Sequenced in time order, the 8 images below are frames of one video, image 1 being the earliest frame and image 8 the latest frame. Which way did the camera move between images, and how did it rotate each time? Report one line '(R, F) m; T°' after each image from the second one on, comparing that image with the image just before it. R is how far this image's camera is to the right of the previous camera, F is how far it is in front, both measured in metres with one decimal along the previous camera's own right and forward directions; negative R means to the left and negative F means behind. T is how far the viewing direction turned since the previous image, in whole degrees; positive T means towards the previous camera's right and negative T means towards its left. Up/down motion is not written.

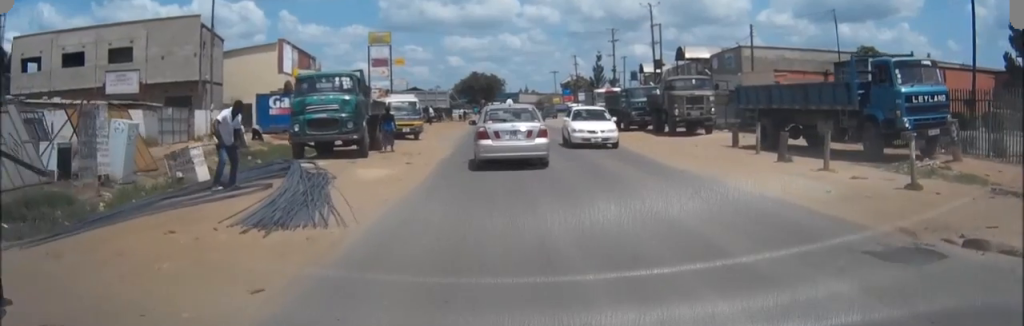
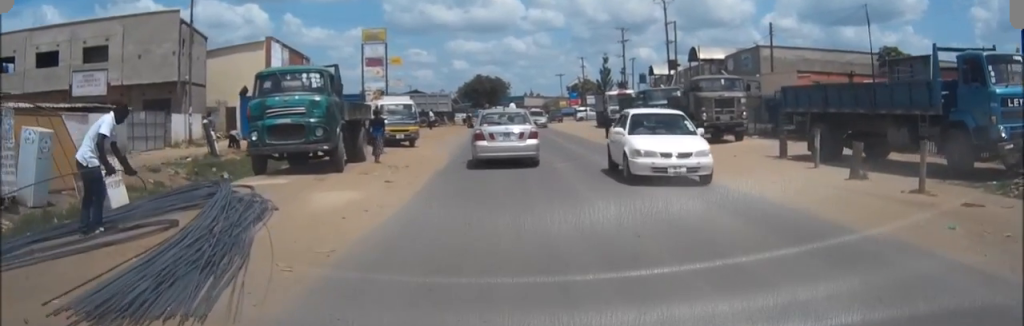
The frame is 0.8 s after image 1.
(0.0, +4.3) m; -1°
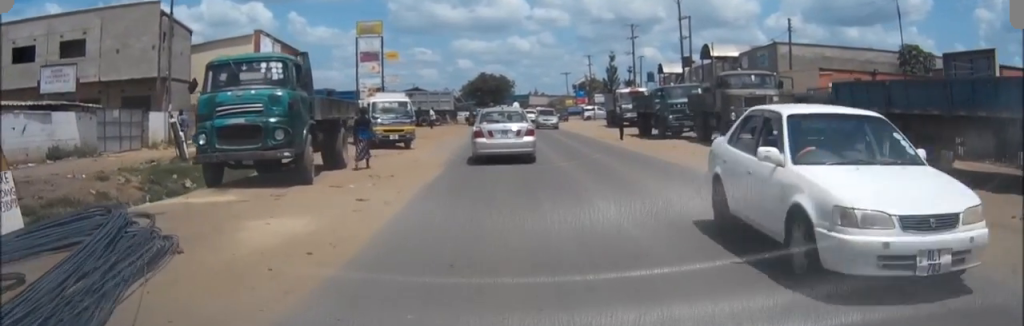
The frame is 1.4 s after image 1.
(0.0, +3.4) m; -1°
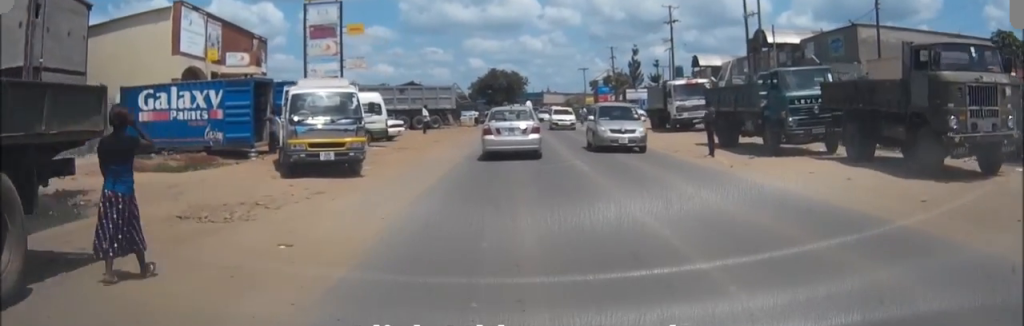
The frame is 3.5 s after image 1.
(-0.2, +13.8) m; -1°
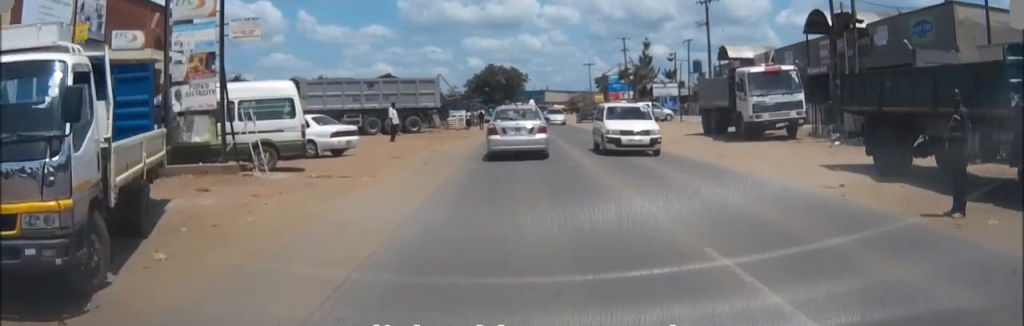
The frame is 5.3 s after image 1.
(-0.3, +13.0) m; -1°
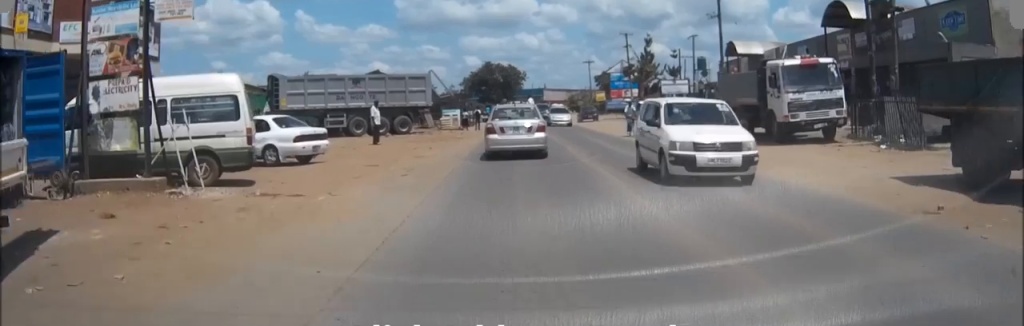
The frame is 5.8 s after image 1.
(0.0, +3.9) m; 0°
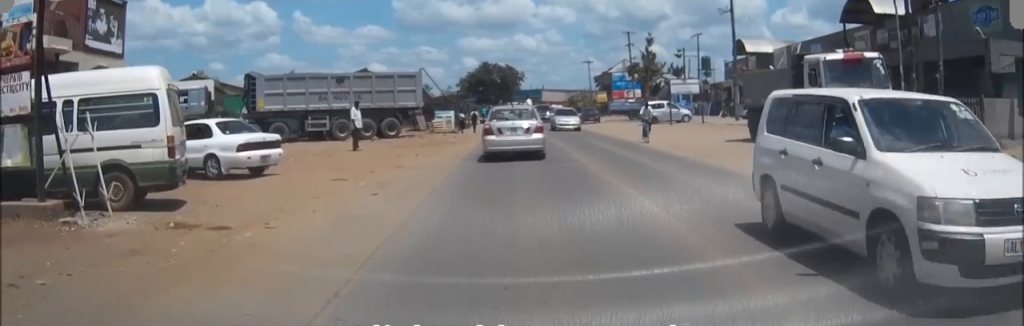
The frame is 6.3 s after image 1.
(0.0, +3.6) m; +1°
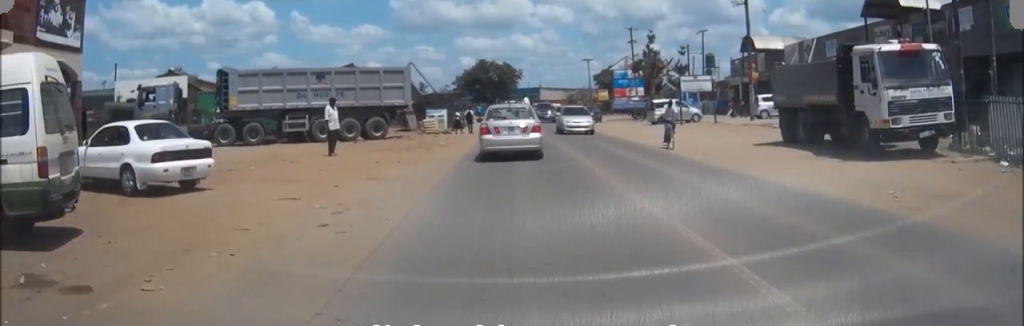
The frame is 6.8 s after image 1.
(0.0, +3.3) m; 0°
